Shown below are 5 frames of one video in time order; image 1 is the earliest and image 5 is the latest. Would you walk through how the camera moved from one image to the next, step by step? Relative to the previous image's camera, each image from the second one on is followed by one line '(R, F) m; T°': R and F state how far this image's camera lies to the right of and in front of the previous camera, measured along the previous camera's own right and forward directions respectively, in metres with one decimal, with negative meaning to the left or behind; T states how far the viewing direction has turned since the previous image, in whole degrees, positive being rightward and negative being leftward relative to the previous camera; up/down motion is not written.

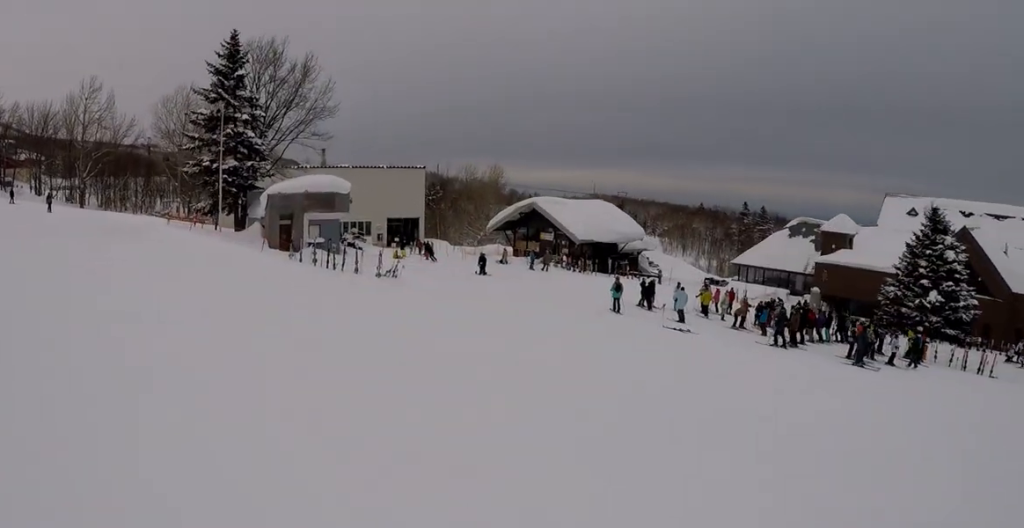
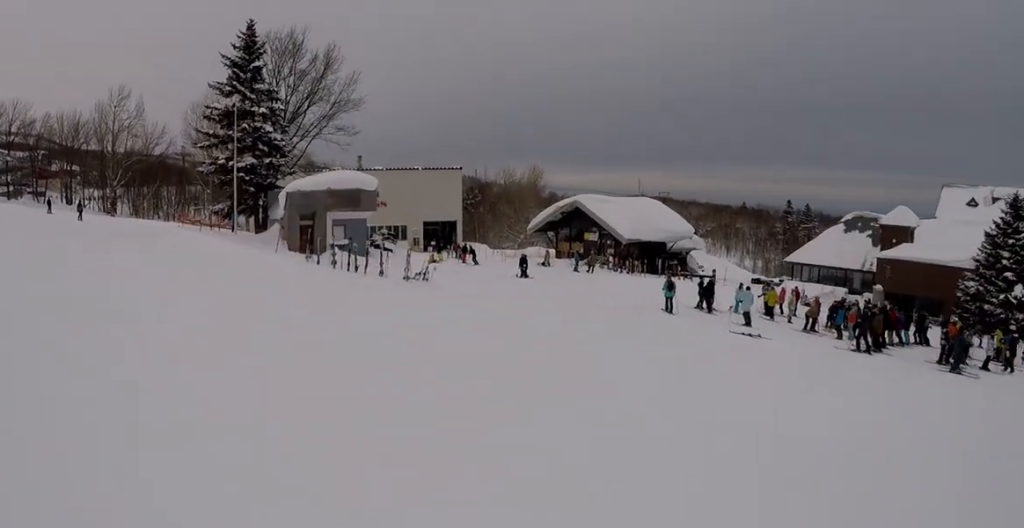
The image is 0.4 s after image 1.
(0.0, +3.1) m; -3°
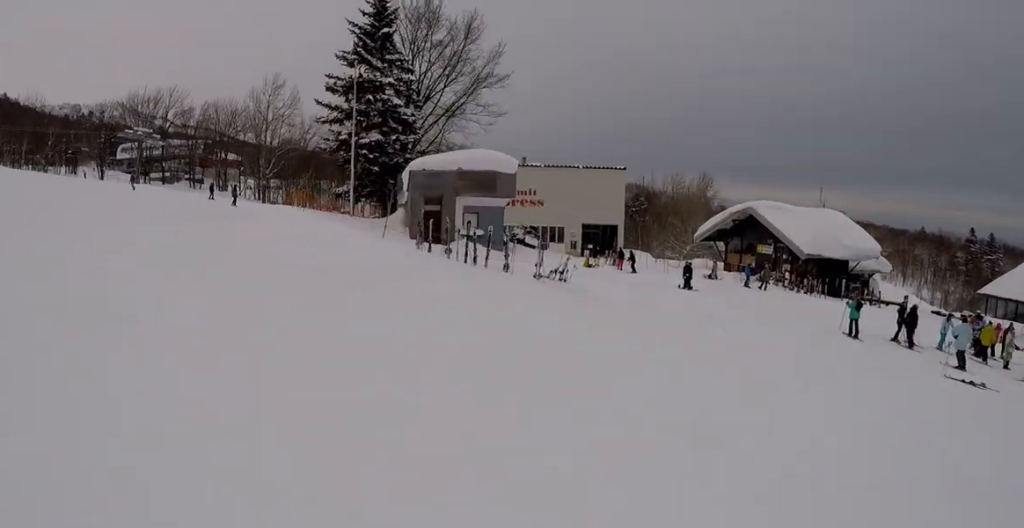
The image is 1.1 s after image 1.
(+0.2, +4.3) m; -4°
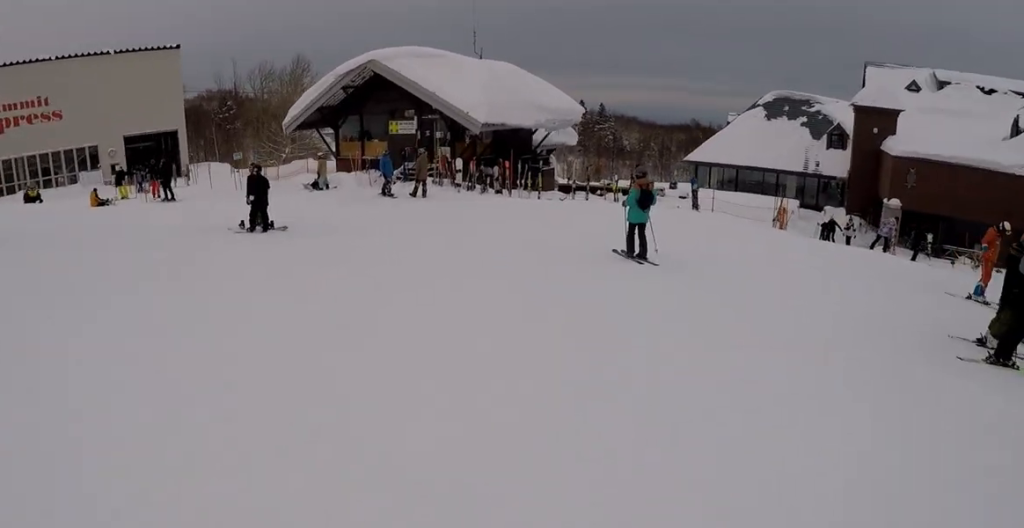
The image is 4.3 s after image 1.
(+4.0, +20.6) m; +34°
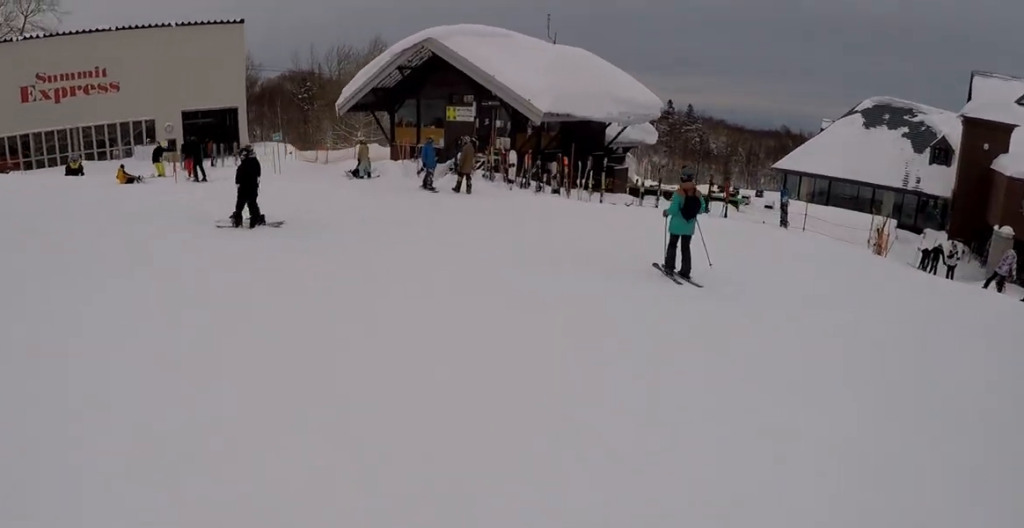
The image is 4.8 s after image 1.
(+0.5, +2.9) m; 0°
